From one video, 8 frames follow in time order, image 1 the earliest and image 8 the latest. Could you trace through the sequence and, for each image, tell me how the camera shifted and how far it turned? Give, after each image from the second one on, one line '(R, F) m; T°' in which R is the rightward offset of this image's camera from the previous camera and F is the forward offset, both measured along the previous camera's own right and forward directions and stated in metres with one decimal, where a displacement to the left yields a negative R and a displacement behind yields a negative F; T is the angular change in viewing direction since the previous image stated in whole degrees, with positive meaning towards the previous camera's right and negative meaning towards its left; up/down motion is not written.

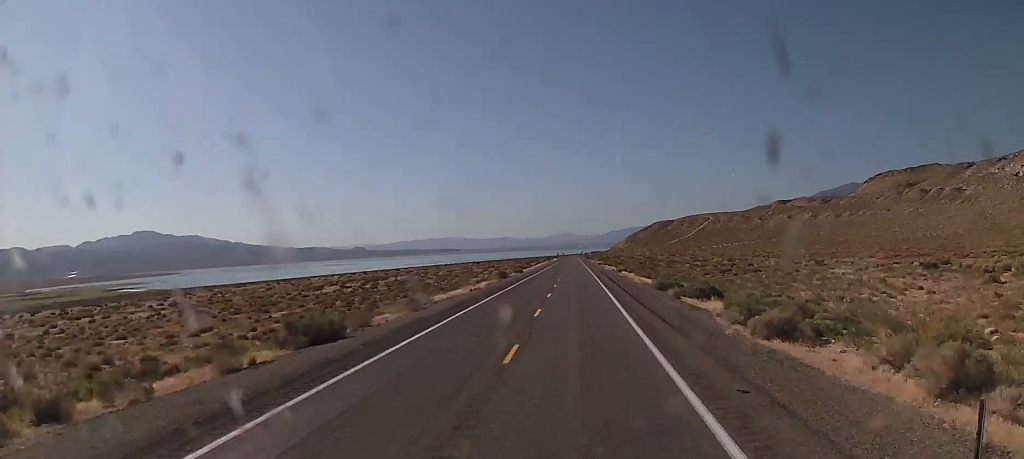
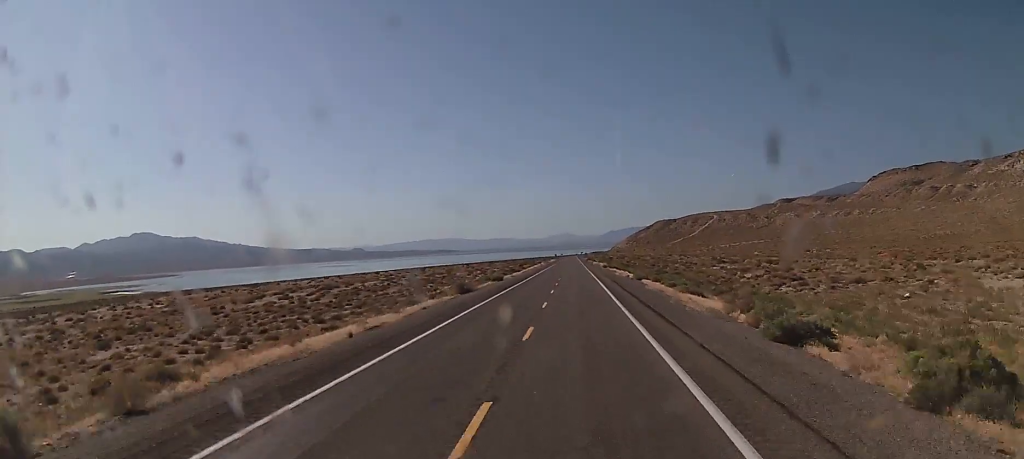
(-0.1, +32.3) m; 0°
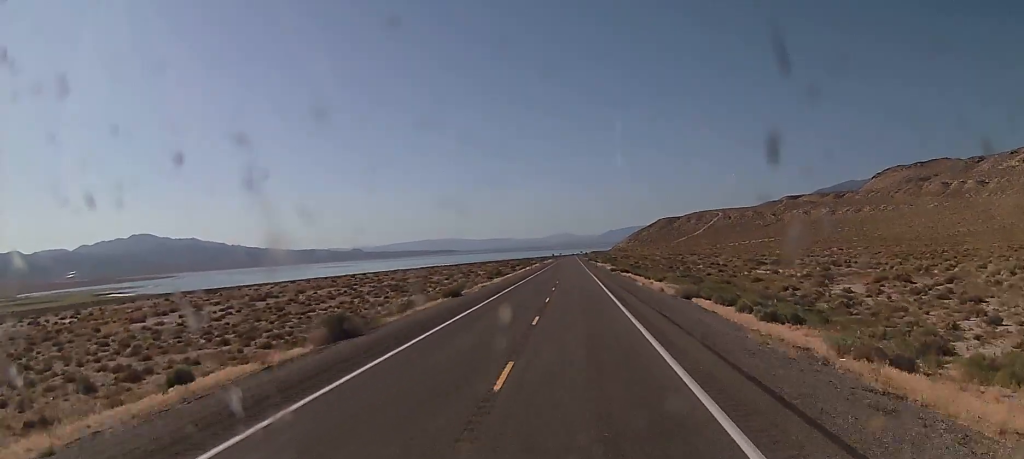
(+0.1, +32.4) m; +1°
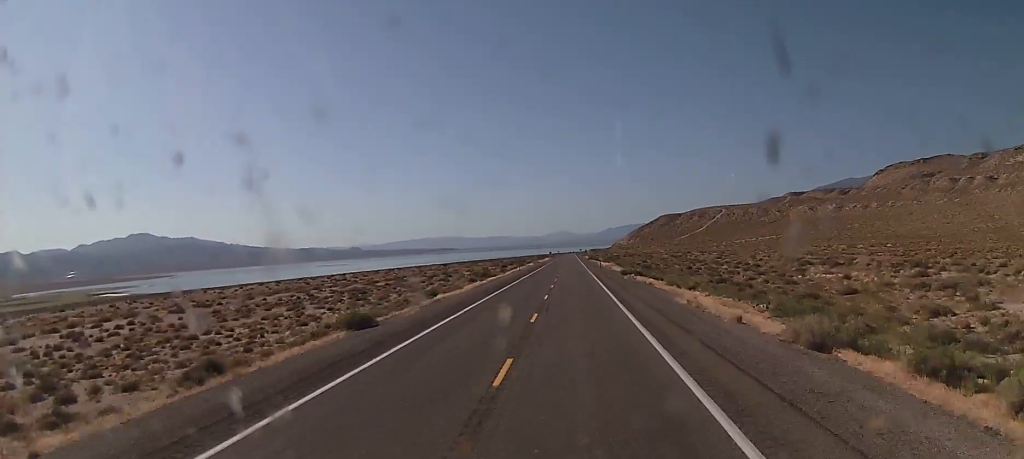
(+0.3, +24.3) m; 0°
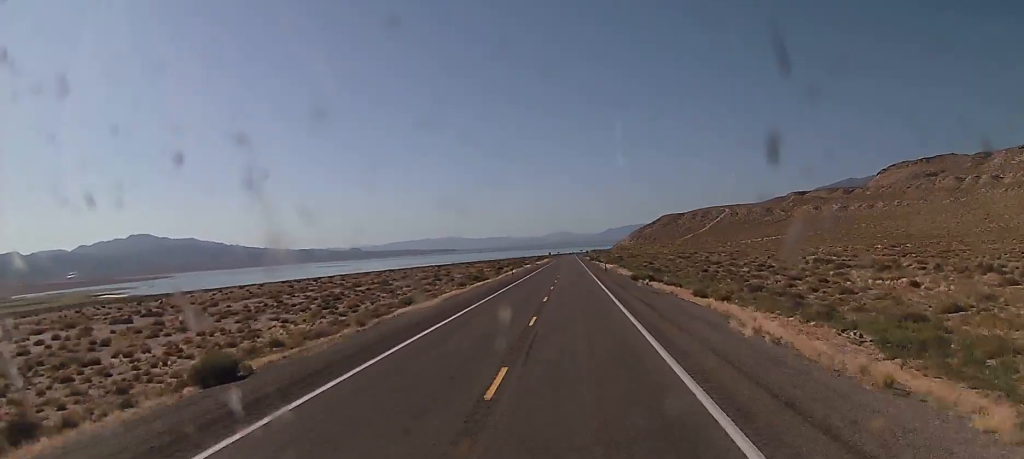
(-0.1, +13.5) m; 0°
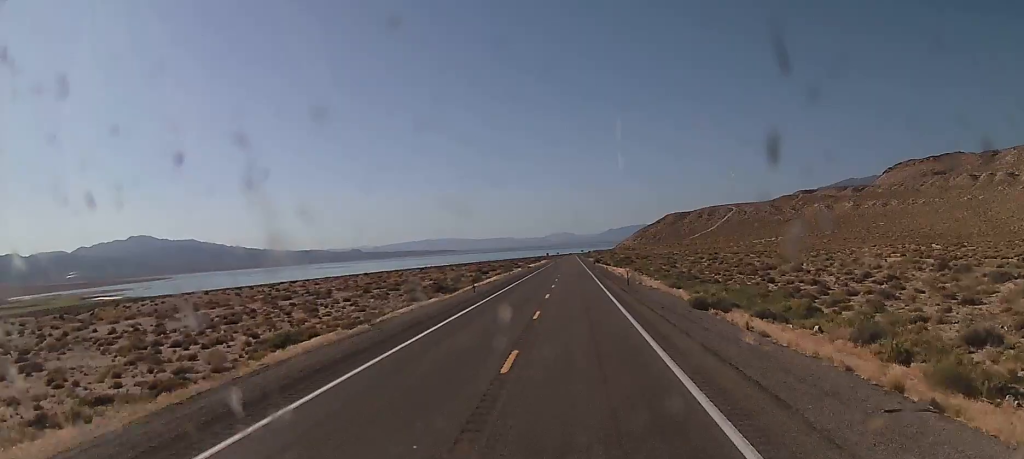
(-0.5, +34.2) m; 0°
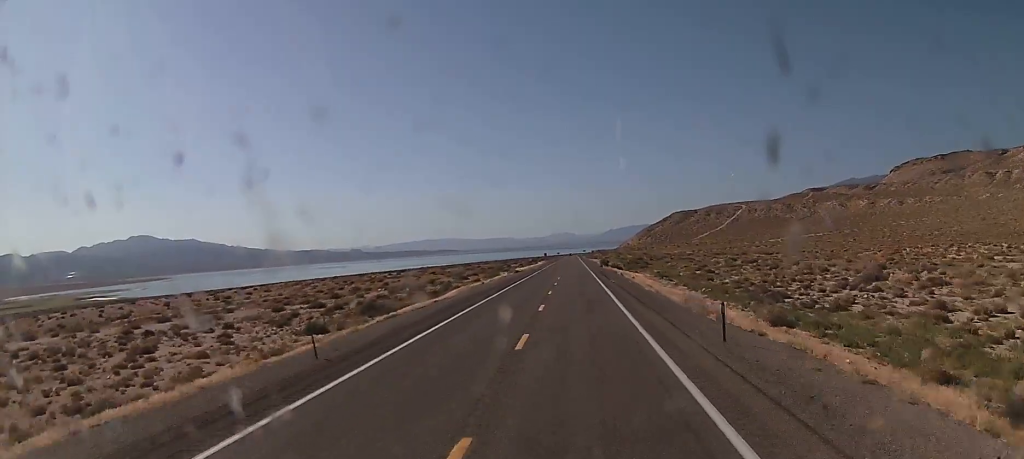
(+0.4, +33.3) m; 0°
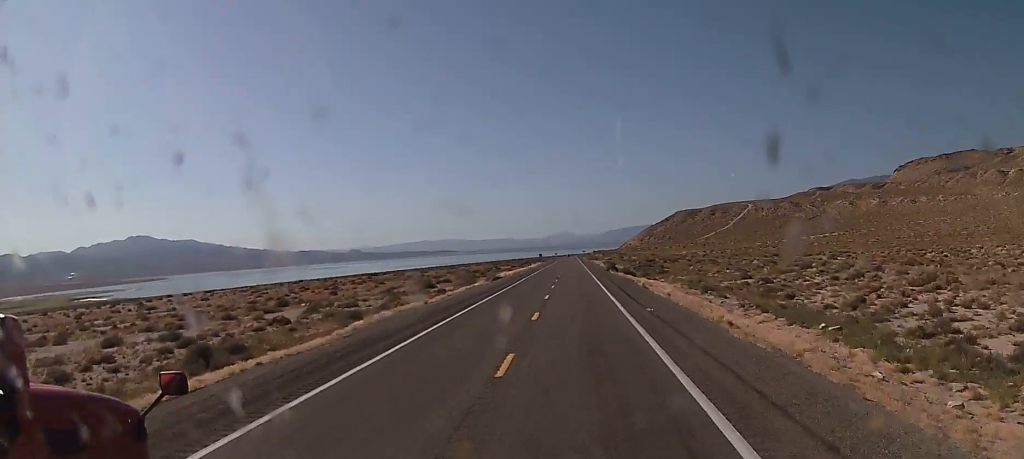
(-0.6, +28.9) m; -1°
